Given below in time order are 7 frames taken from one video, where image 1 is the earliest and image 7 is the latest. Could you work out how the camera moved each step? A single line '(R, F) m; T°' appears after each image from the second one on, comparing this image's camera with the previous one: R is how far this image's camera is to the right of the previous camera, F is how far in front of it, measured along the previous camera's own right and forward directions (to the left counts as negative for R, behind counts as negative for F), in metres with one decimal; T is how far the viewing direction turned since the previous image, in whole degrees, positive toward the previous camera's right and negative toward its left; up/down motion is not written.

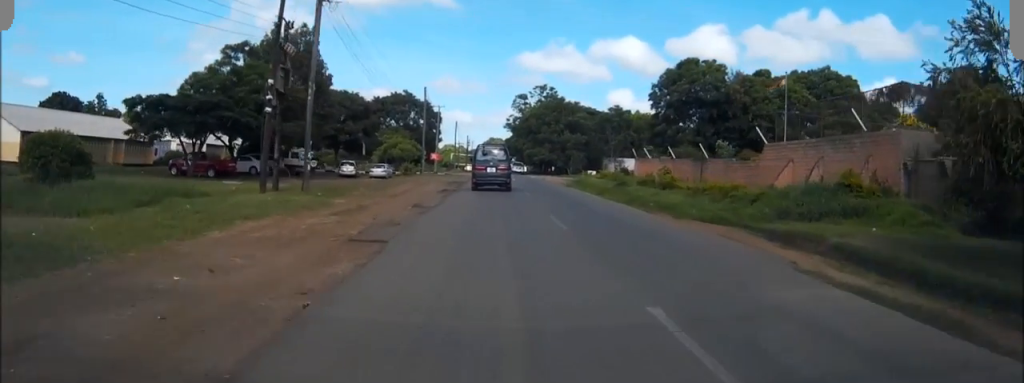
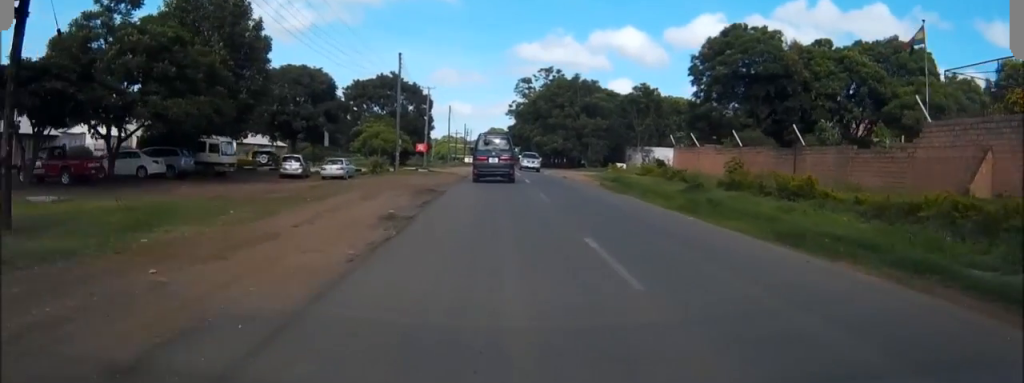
(+0.2, +19.1) m; 0°
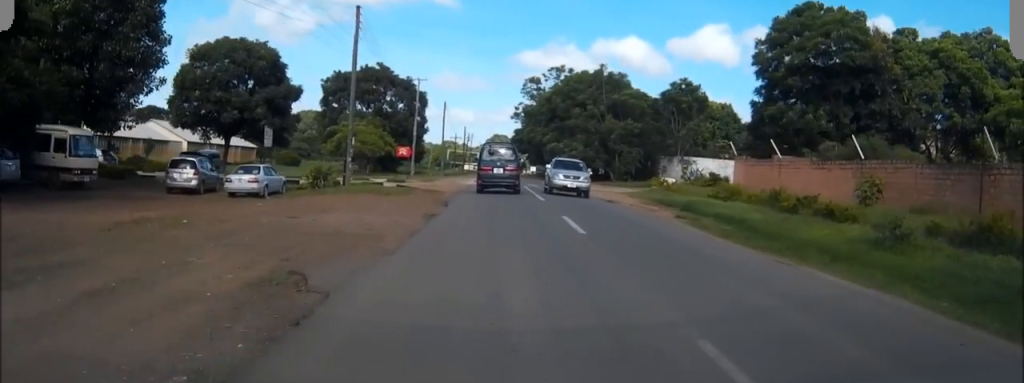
(-0.2, +18.2) m; 0°
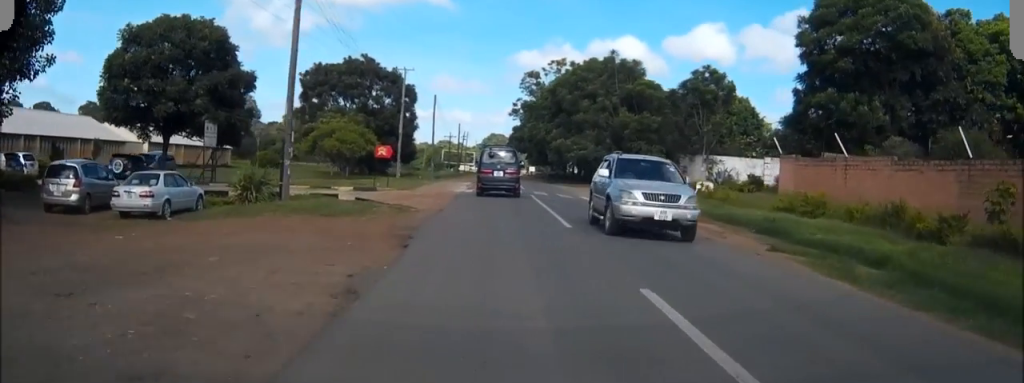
(+0.1, +9.6) m; +1°
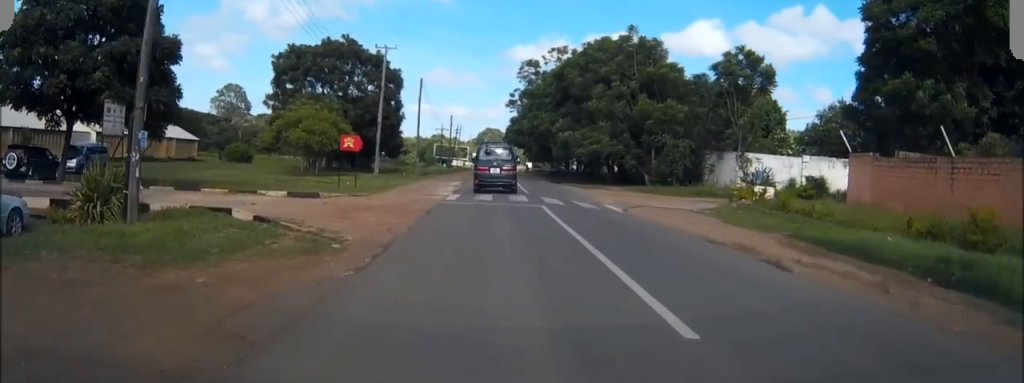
(+0.1, +10.1) m; 0°
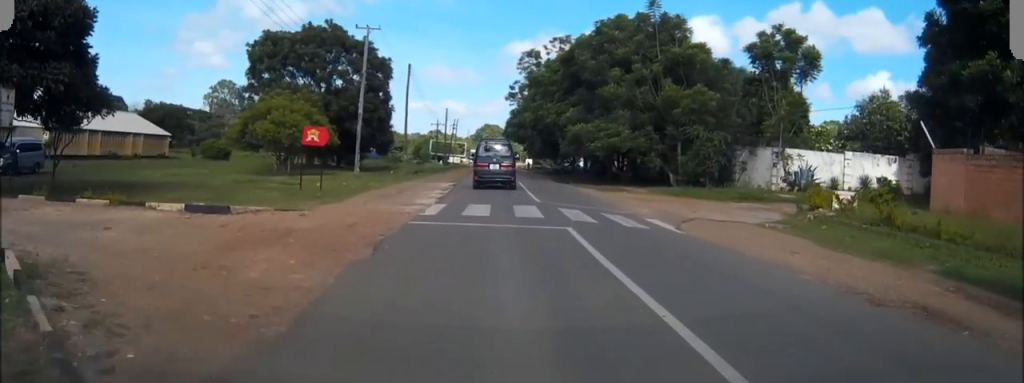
(0.0, +8.0) m; 0°
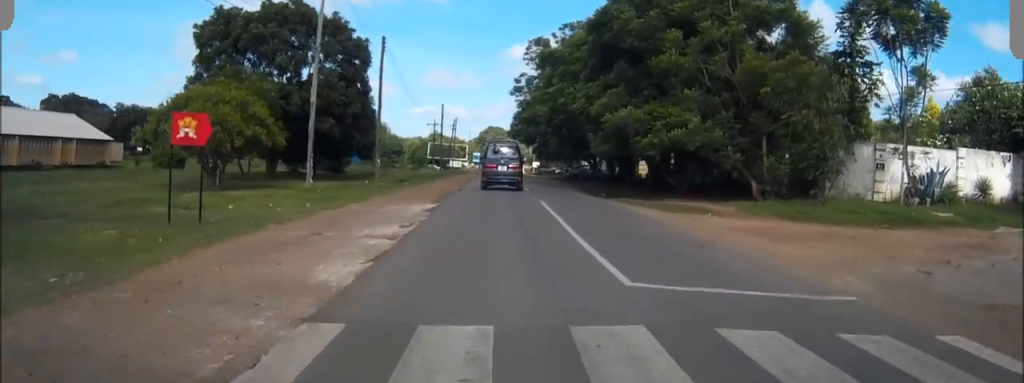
(0.0, +14.3) m; 0°
